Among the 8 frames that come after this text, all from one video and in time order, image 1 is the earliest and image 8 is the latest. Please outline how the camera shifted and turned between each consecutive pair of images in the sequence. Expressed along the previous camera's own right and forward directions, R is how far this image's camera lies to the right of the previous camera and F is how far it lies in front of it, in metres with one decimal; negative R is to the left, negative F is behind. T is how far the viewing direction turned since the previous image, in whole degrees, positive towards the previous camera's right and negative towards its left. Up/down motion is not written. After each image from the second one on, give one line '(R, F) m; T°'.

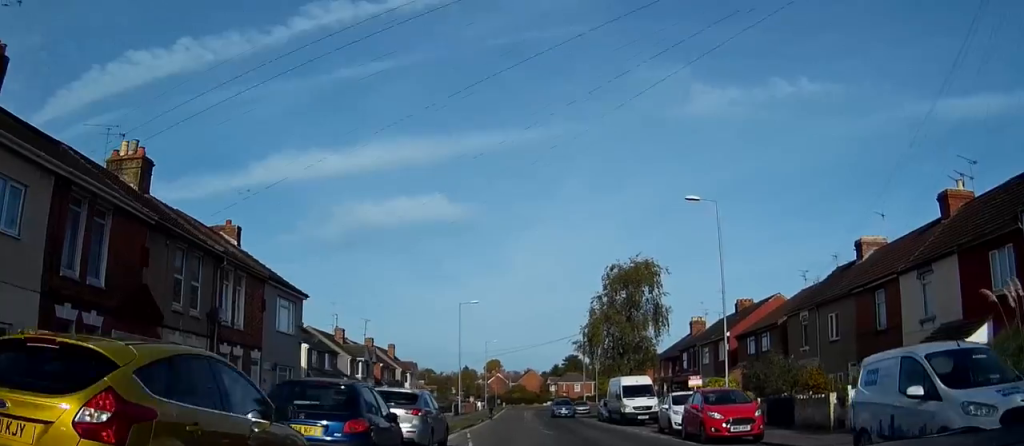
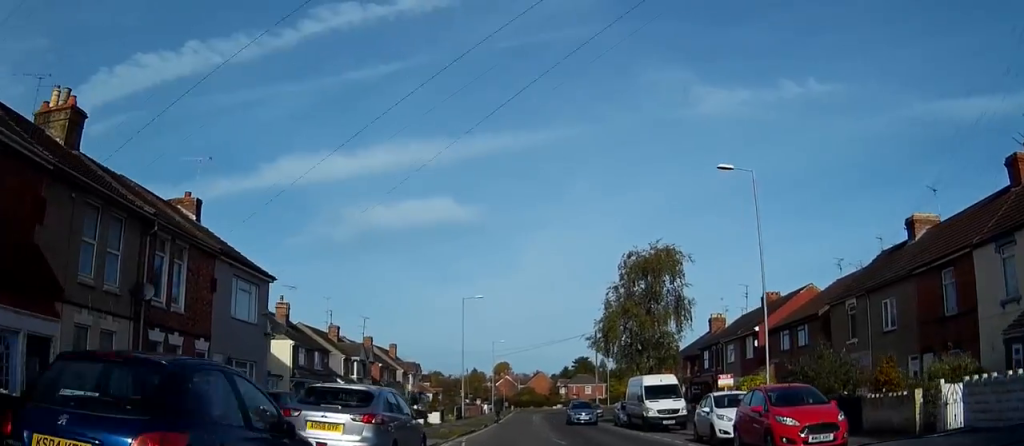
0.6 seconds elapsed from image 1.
(0.0, +5.0) m; -1°
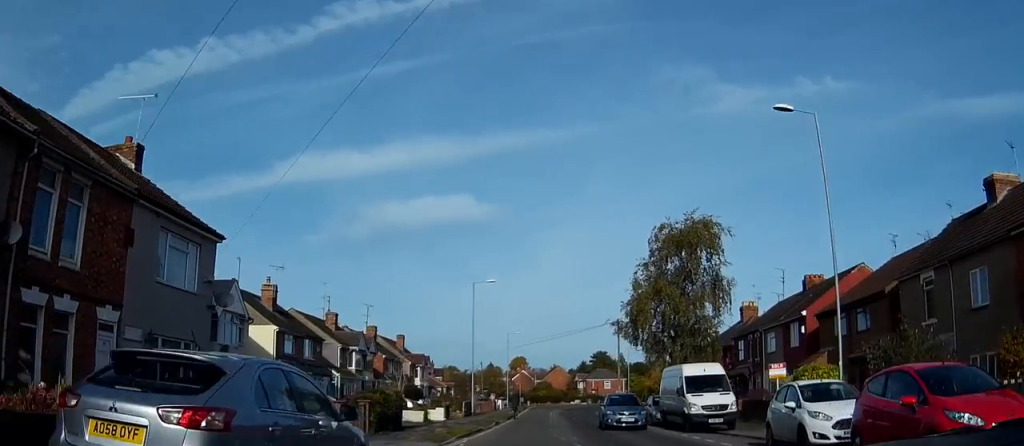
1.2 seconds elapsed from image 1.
(0.0, +5.9) m; -1°
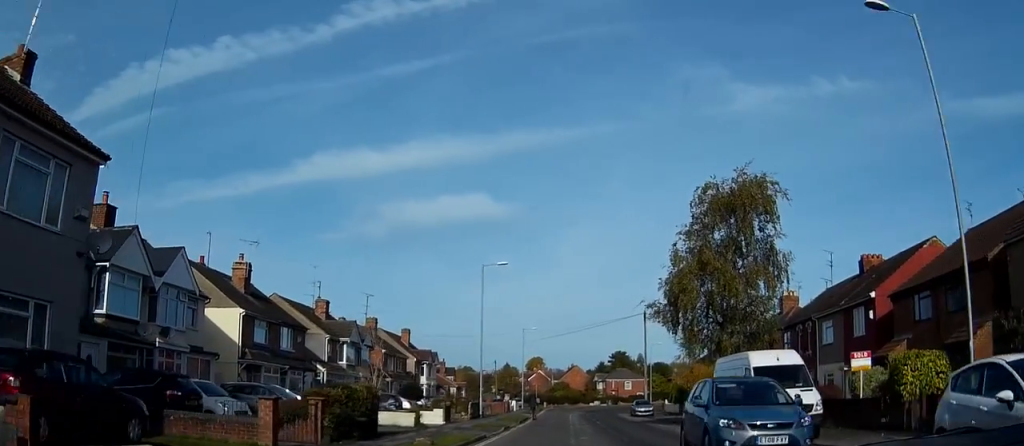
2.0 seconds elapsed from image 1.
(-0.1, +7.0) m; -2°
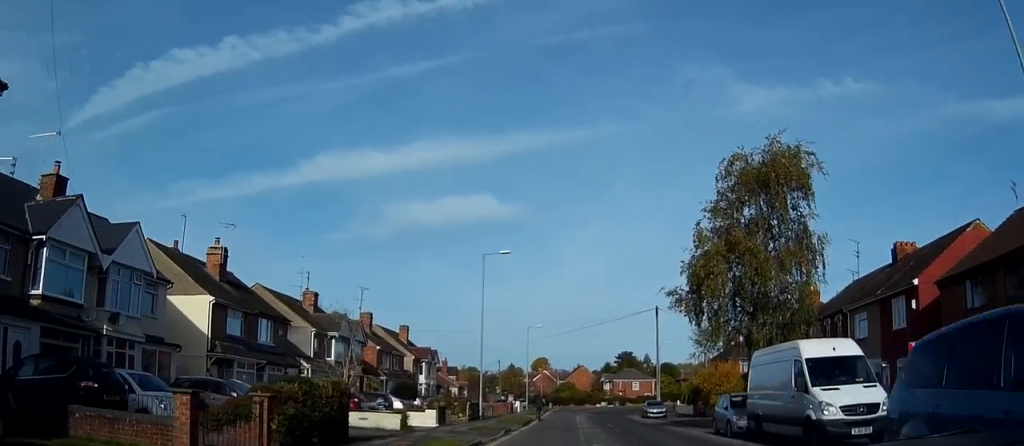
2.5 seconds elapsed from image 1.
(0.0, +3.9) m; -1°
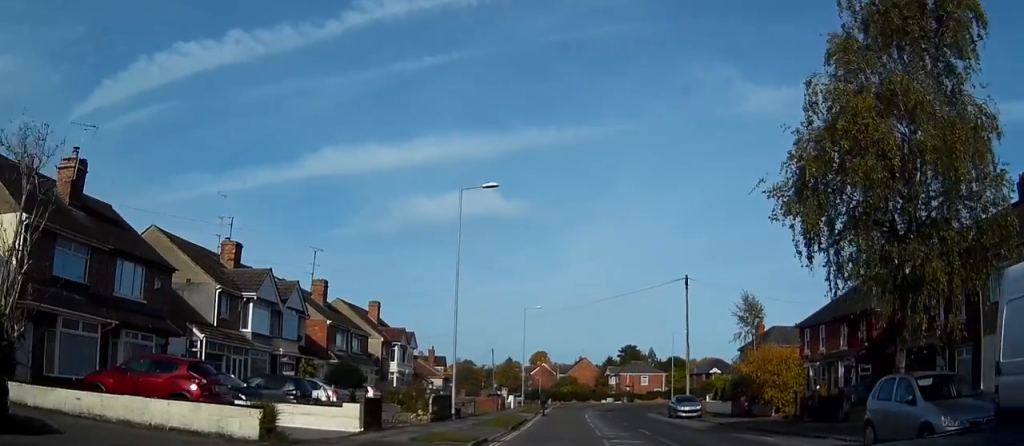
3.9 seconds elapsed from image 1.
(-0.2, +13.0) m; -1°
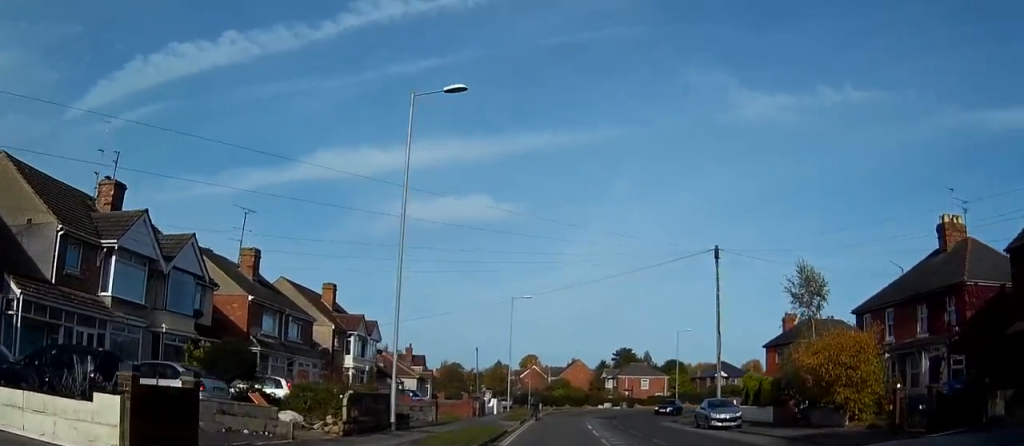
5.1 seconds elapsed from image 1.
(+0.1, +11.2) m; +1°
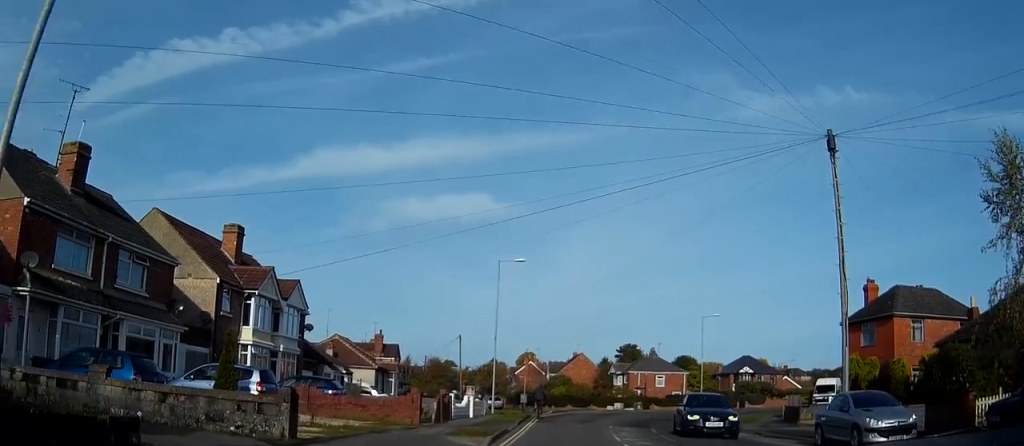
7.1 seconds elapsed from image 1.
(+0.2, +17.2) m; +1°
